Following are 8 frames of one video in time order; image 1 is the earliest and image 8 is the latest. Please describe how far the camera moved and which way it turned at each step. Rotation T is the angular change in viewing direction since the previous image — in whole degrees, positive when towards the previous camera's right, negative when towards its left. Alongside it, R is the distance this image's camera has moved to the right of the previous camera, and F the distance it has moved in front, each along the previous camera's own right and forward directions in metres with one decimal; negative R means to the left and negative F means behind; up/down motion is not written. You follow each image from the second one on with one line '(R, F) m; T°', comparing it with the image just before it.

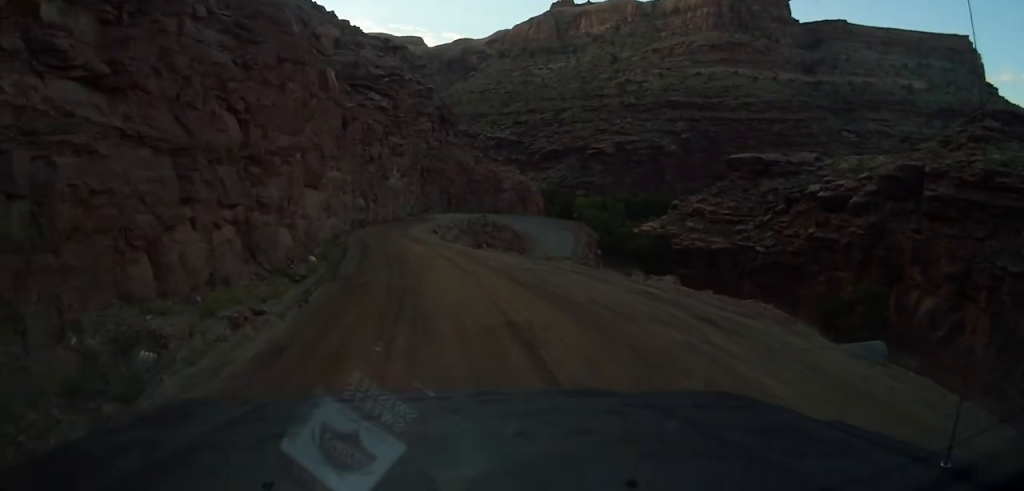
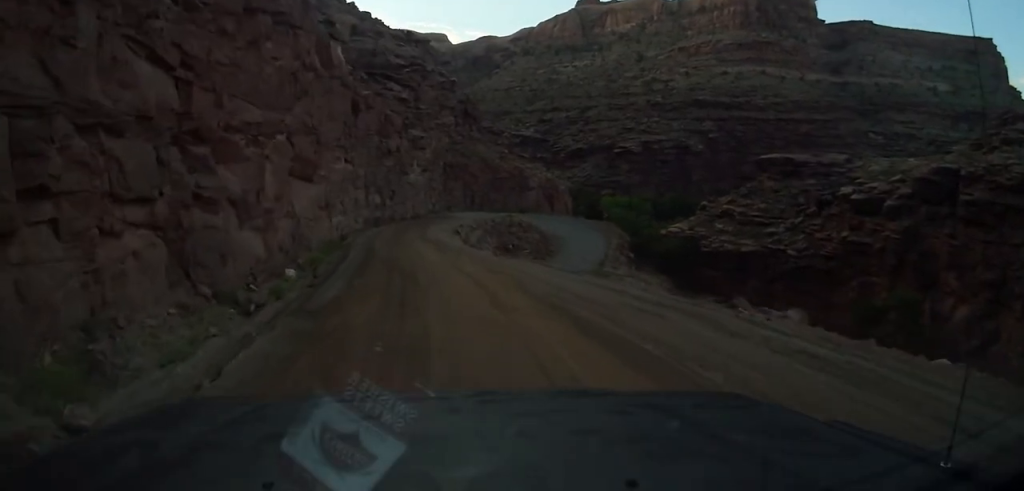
(0.0, +5.9) m; -1°
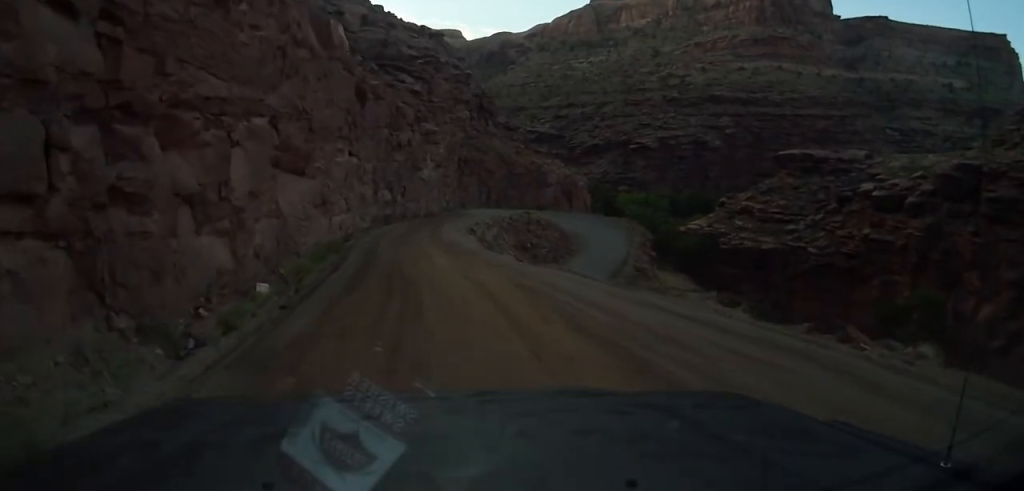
(-0.1, +3.5) m; 0°
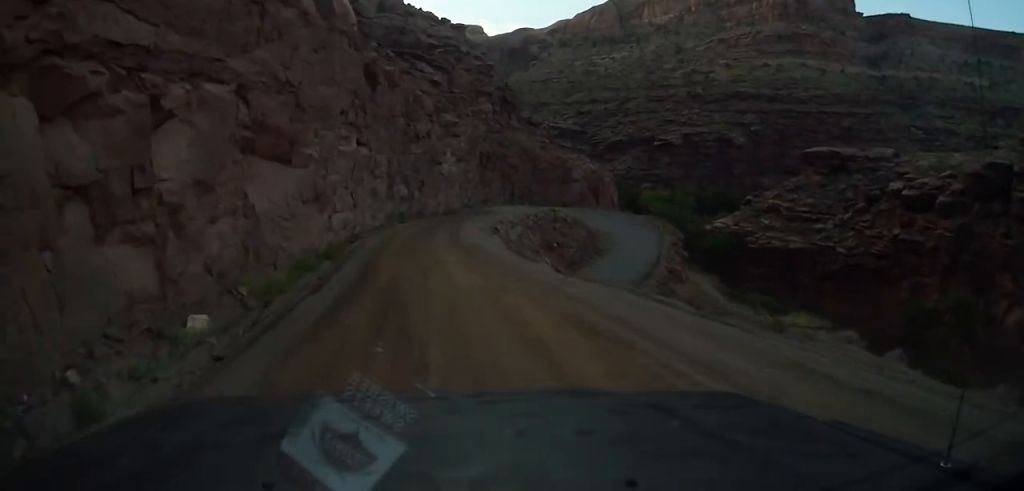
(0.0, +4.1) m; 0°
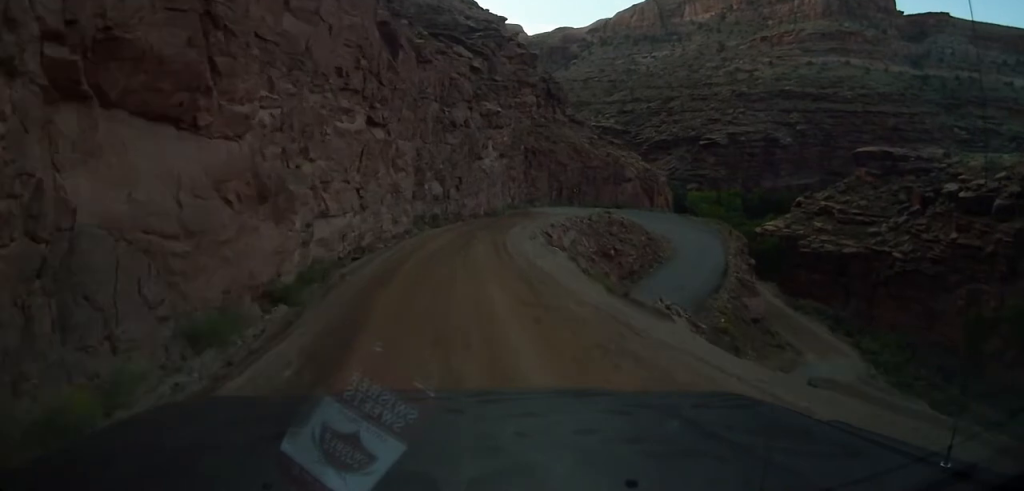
(+0.1, +7.6) m; +1°
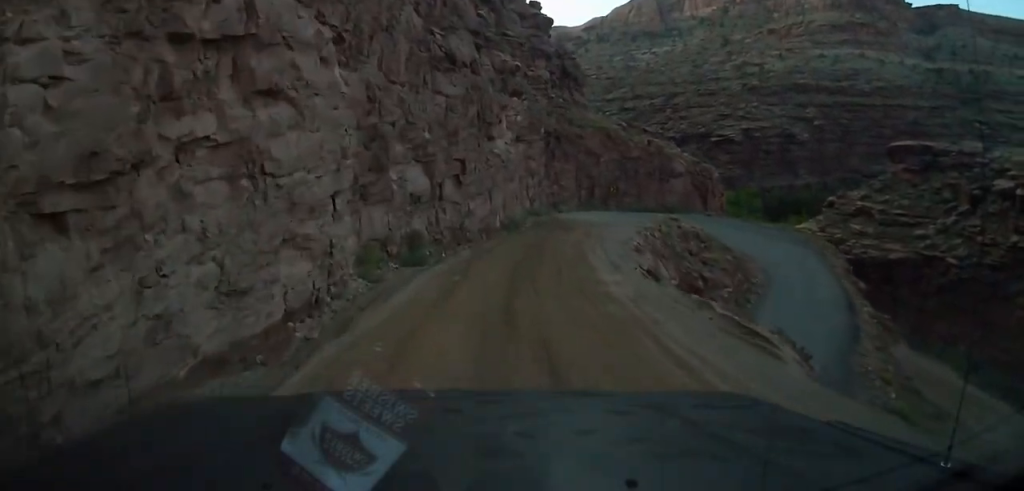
(+0.3, +17.6) m; +5°
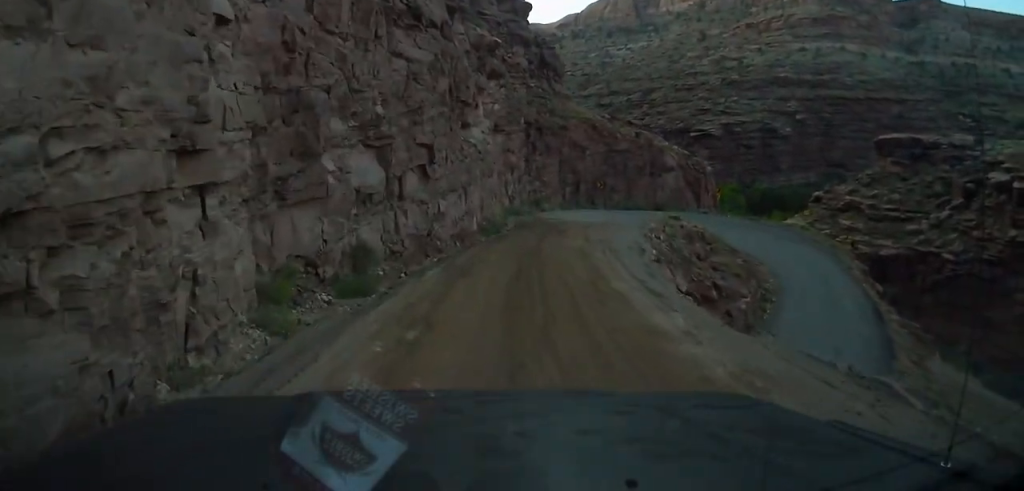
(+0.2, +5.1) m; +1°
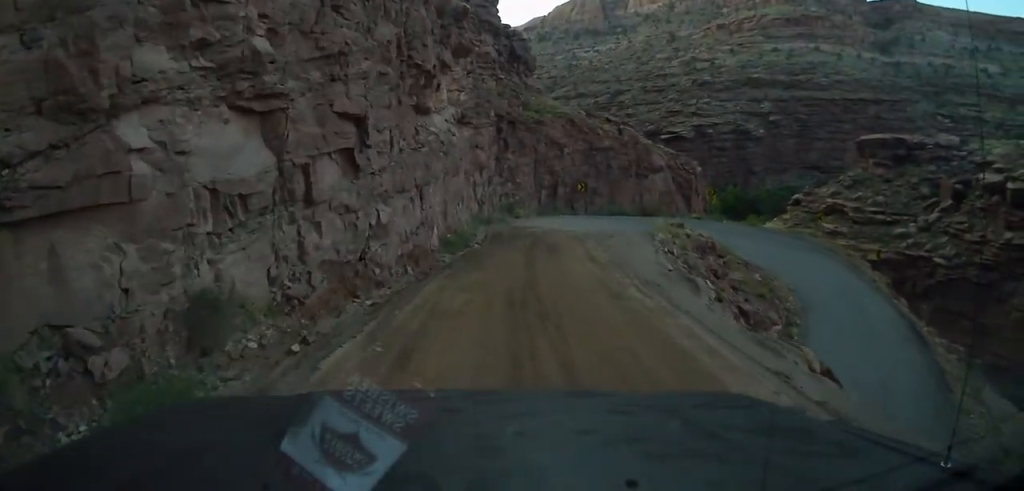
(-0.1, +7.0) m; +1°
